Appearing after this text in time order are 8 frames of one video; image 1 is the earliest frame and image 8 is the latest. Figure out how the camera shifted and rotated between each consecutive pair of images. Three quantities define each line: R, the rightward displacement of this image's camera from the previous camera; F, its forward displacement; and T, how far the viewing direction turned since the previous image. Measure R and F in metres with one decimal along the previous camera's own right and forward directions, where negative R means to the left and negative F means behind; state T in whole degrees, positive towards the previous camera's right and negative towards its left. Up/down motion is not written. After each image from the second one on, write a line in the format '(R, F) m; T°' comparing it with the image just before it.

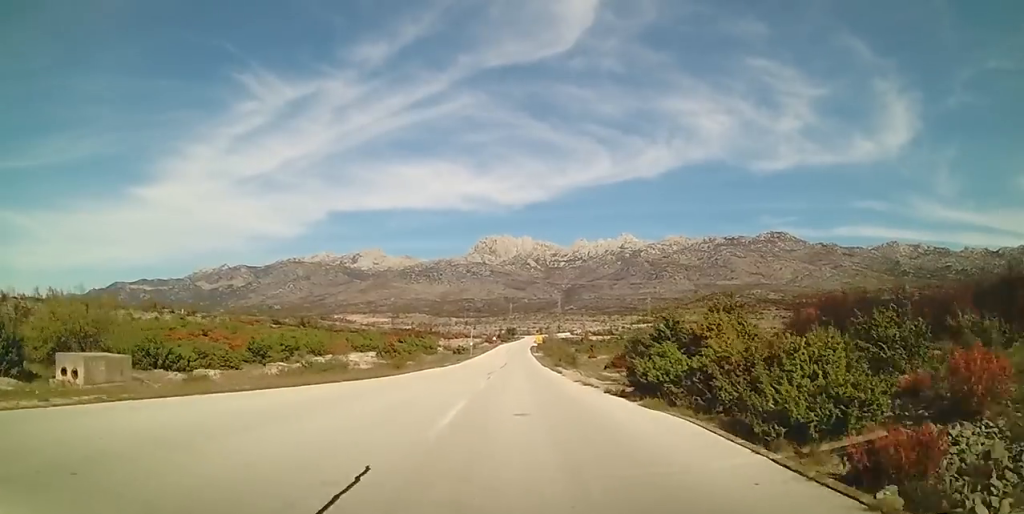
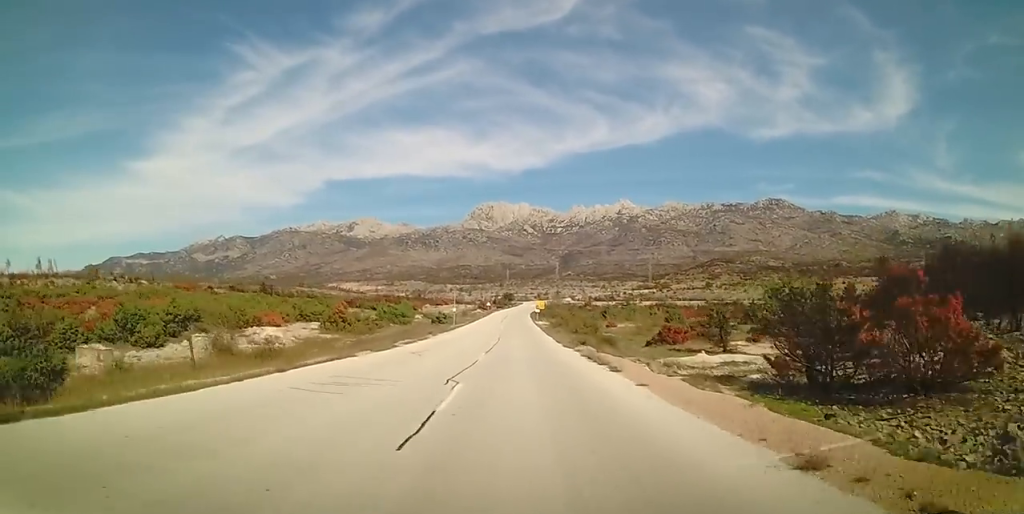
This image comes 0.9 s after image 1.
(-0.1, +18.0) m; -1°
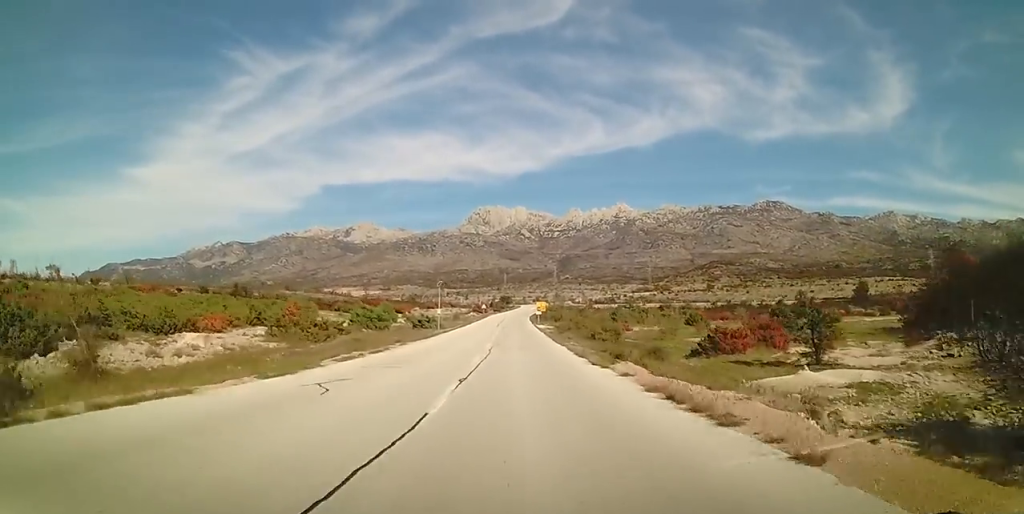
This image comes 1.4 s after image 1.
(-0.1, +9.6) m; 0°
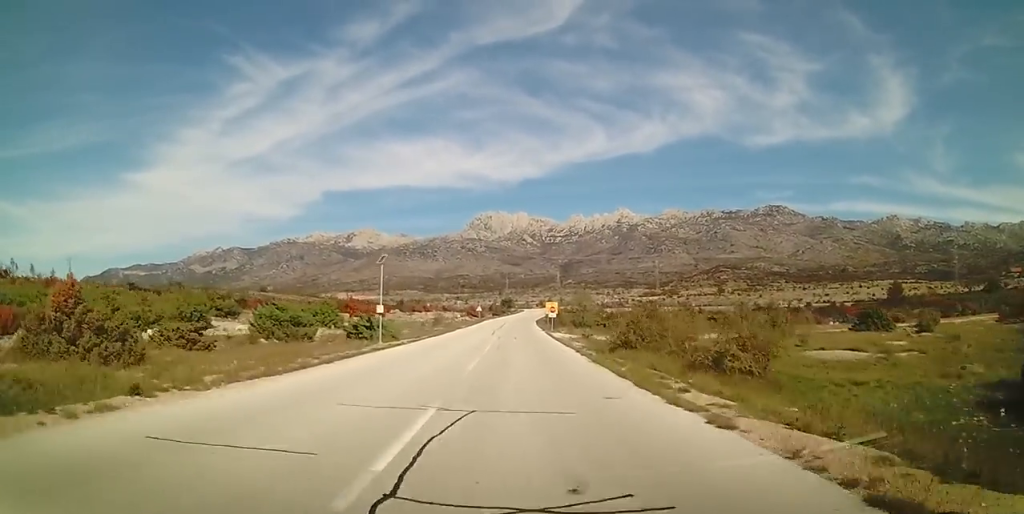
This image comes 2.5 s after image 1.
(0.0, +19.9) m; +1°
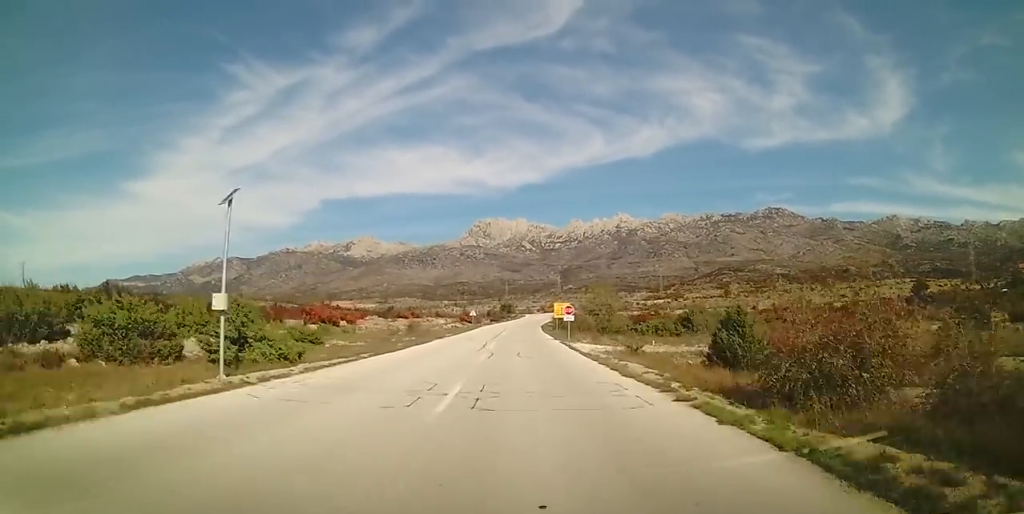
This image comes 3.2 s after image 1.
(+0.3, +13.5) m; 0°
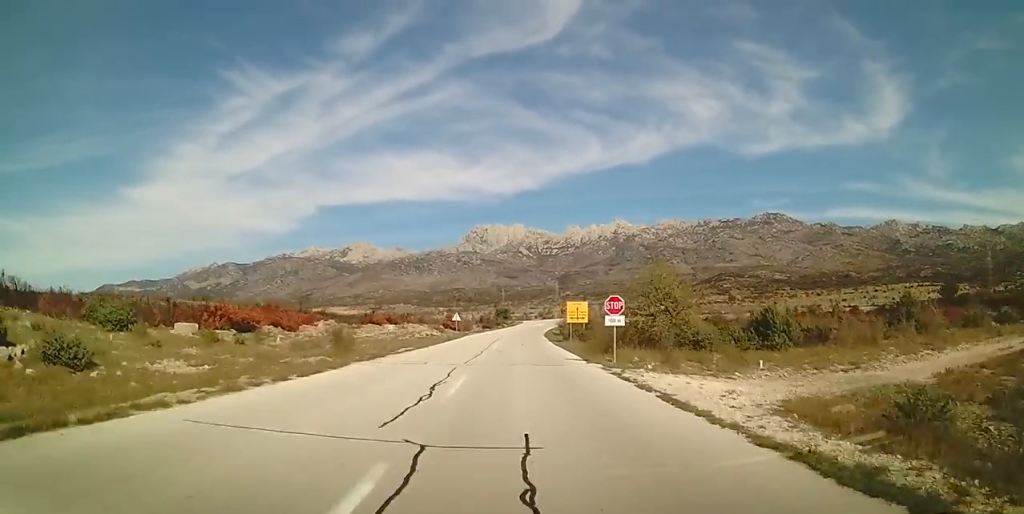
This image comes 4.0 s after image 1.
(0.0, +16.0) m; 0°
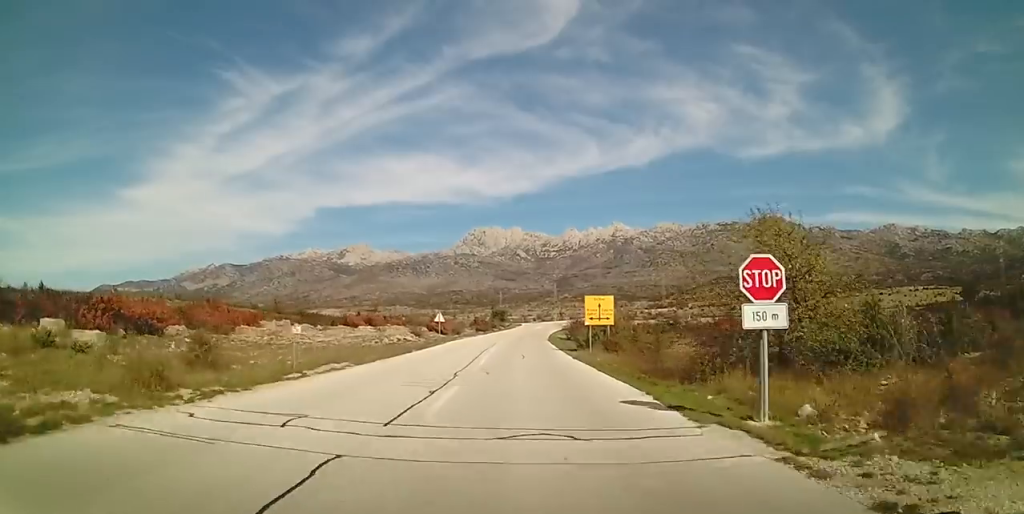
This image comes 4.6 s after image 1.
(-0.1, +10.8) m; 0°
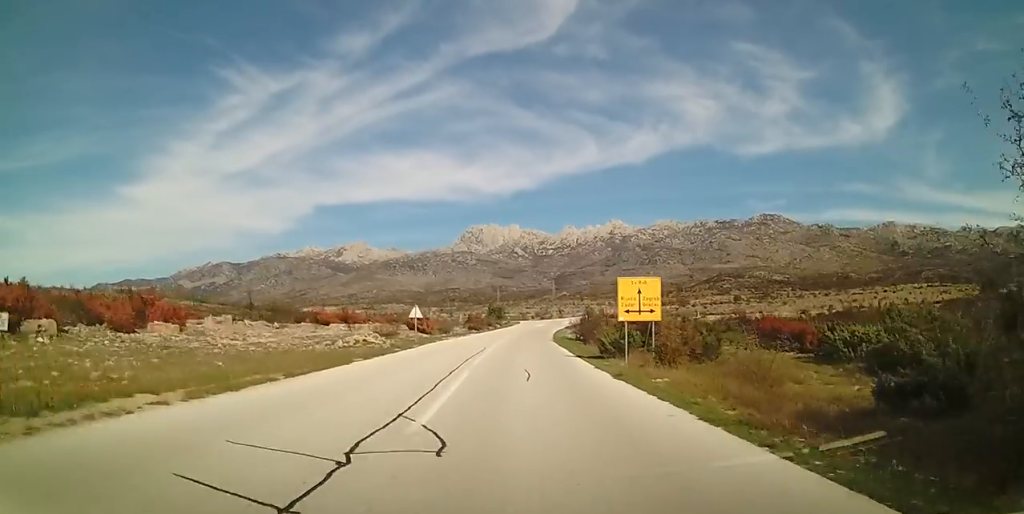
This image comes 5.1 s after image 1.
(0.0, +9.5) m; 0°
